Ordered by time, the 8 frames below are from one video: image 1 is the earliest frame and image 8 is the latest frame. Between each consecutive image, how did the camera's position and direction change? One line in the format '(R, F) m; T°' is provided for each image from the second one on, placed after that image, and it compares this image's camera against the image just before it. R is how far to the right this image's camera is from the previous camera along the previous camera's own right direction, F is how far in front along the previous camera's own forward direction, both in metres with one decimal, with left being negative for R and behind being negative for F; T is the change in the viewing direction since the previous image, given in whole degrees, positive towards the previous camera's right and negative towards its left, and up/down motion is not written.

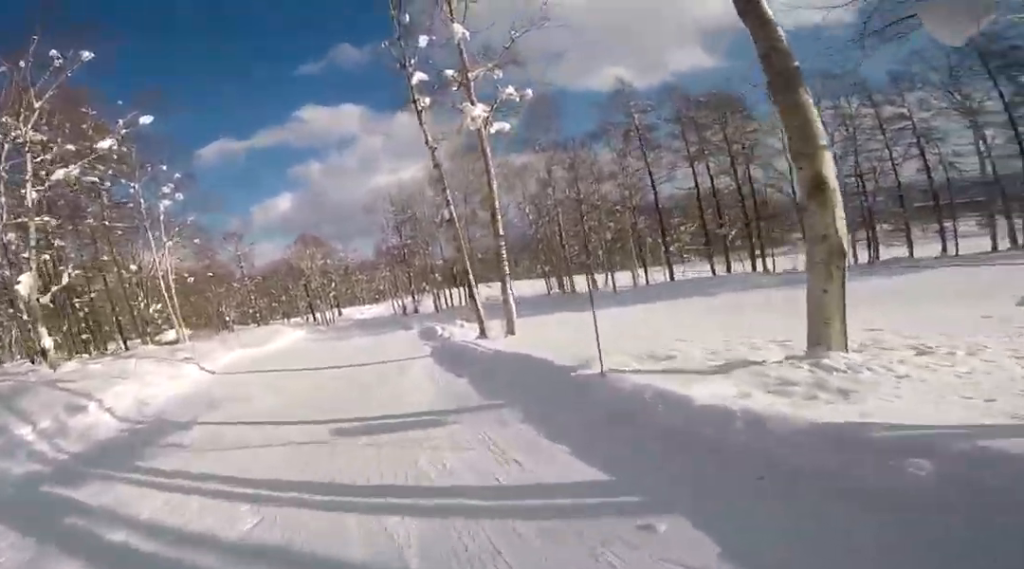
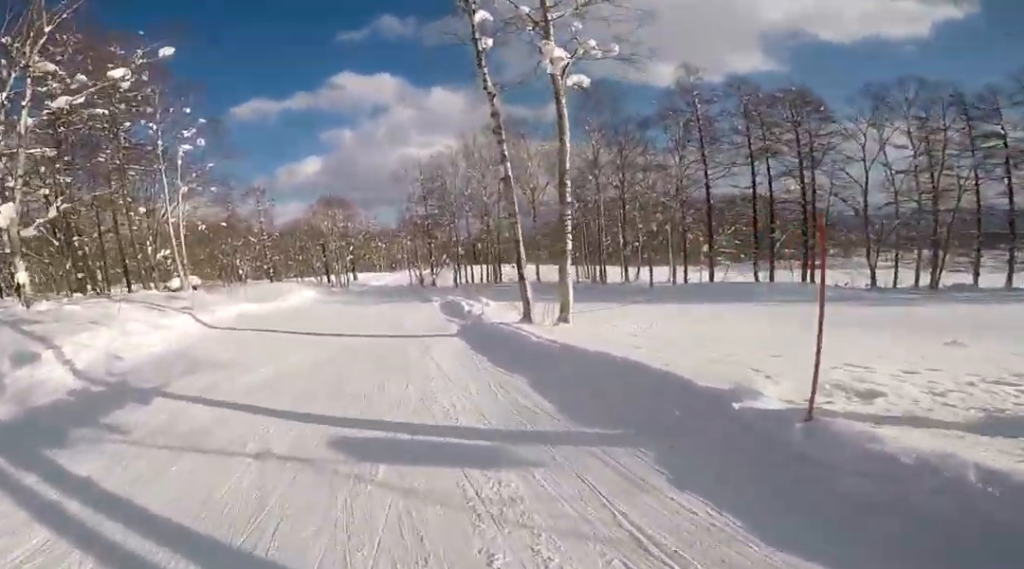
(-0.5, +2.8) m; +2°
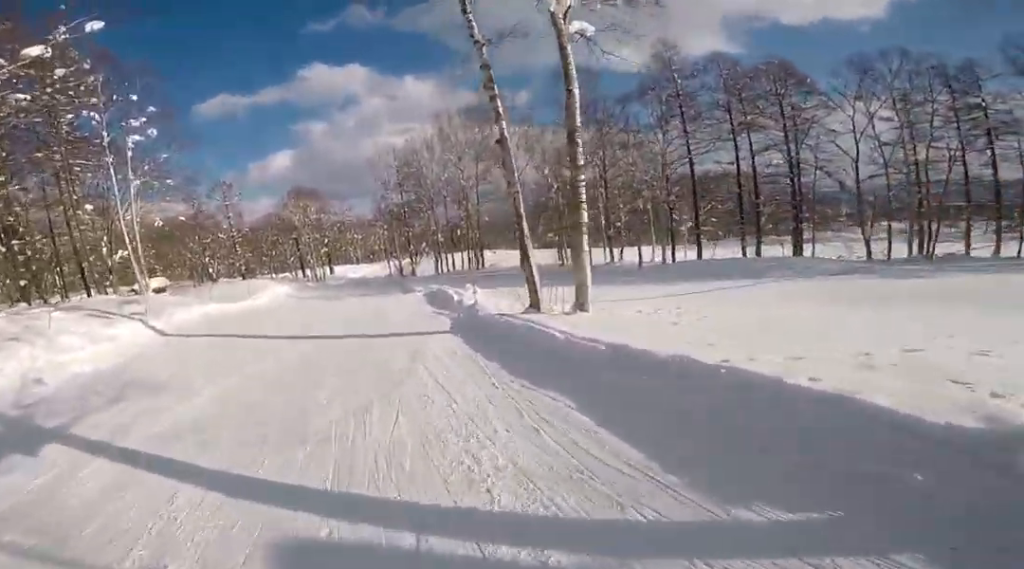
(-0.2, +2.4) m; +3°
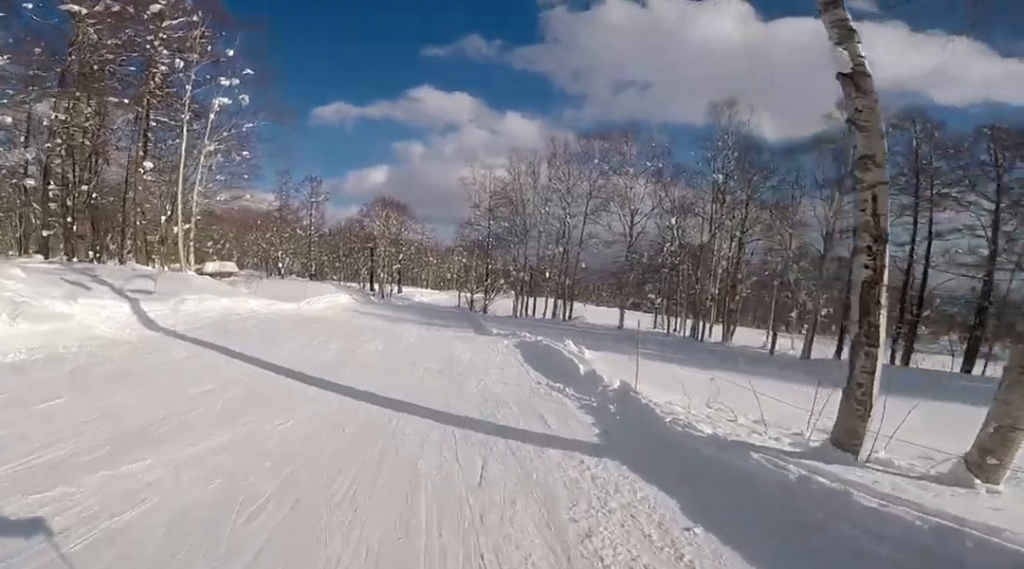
(+1.2, +6.2) m; +11°
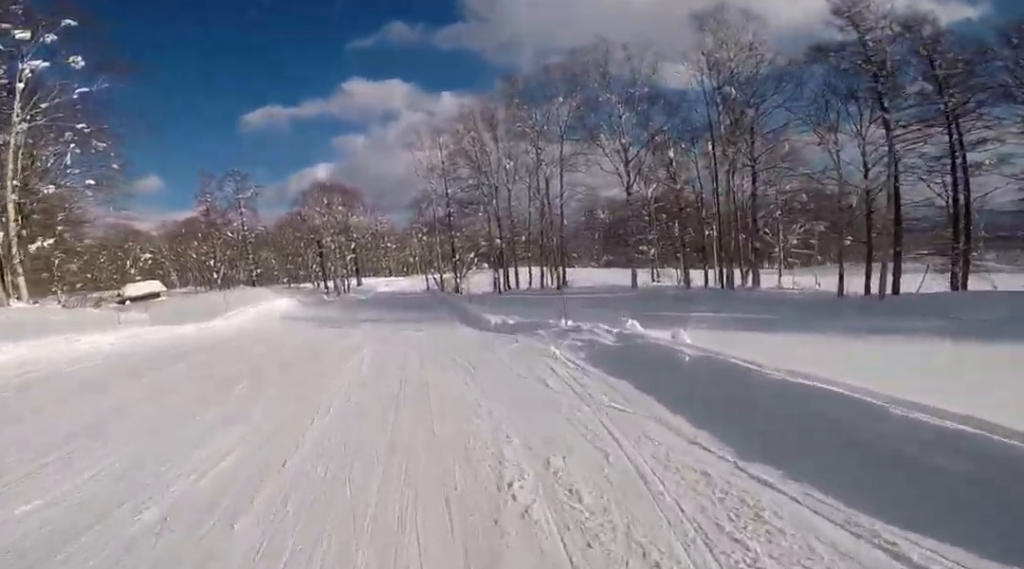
(0.0, +8.8) m; 0°
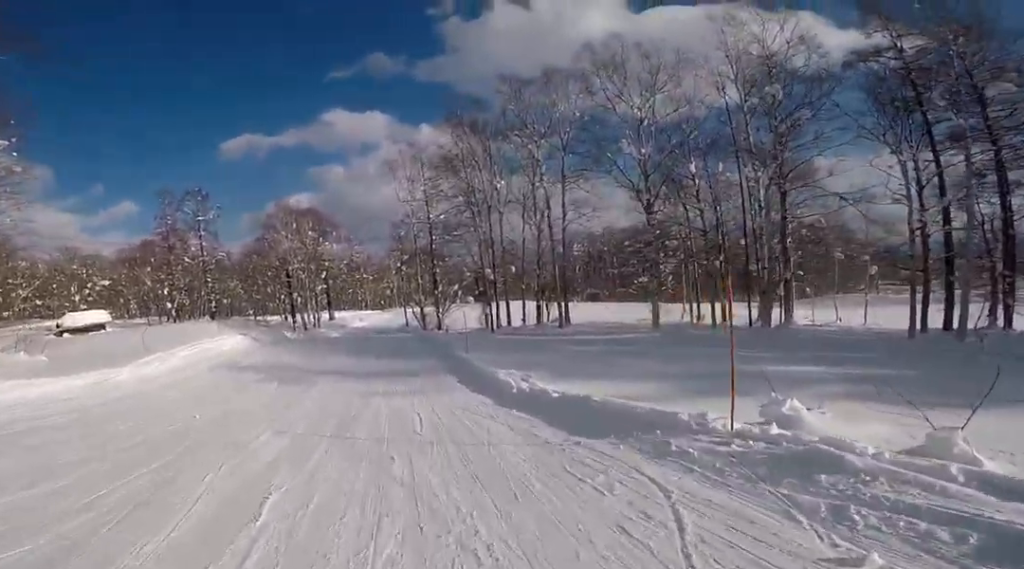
(0.0, +6.2) m; 0°
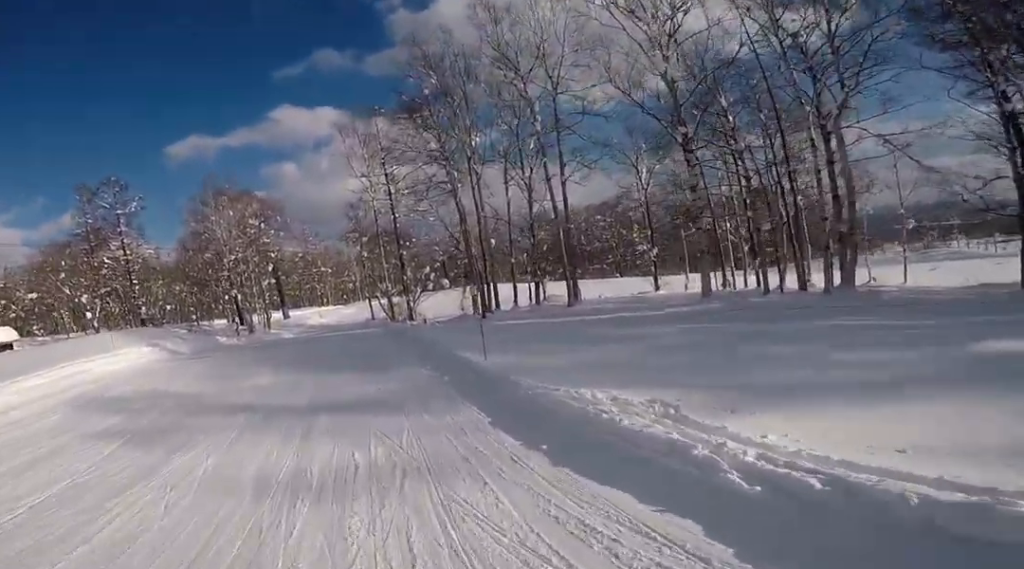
(0.0, +7.4) m; 0°
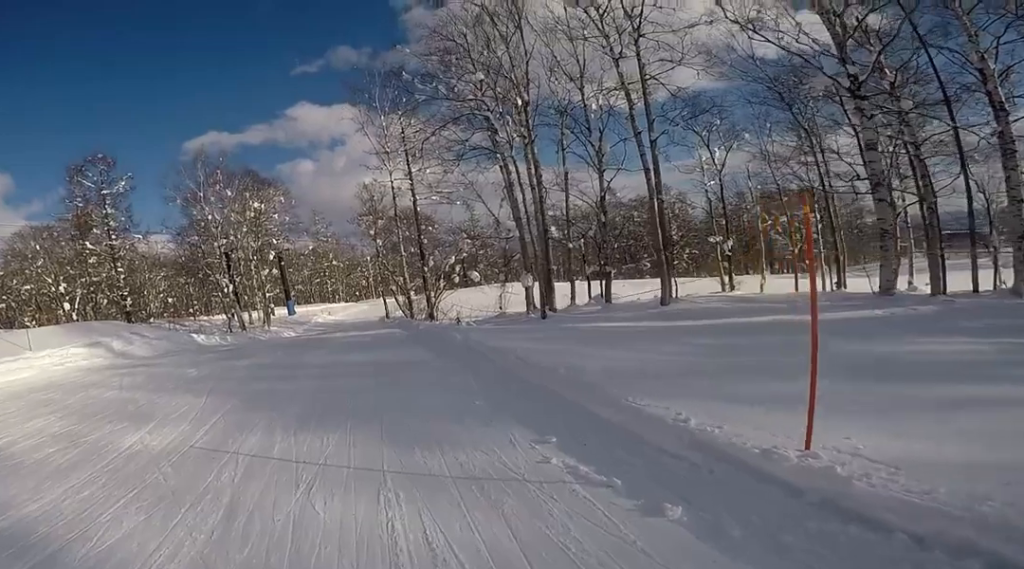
(0.0, +6.2) m; 0°
